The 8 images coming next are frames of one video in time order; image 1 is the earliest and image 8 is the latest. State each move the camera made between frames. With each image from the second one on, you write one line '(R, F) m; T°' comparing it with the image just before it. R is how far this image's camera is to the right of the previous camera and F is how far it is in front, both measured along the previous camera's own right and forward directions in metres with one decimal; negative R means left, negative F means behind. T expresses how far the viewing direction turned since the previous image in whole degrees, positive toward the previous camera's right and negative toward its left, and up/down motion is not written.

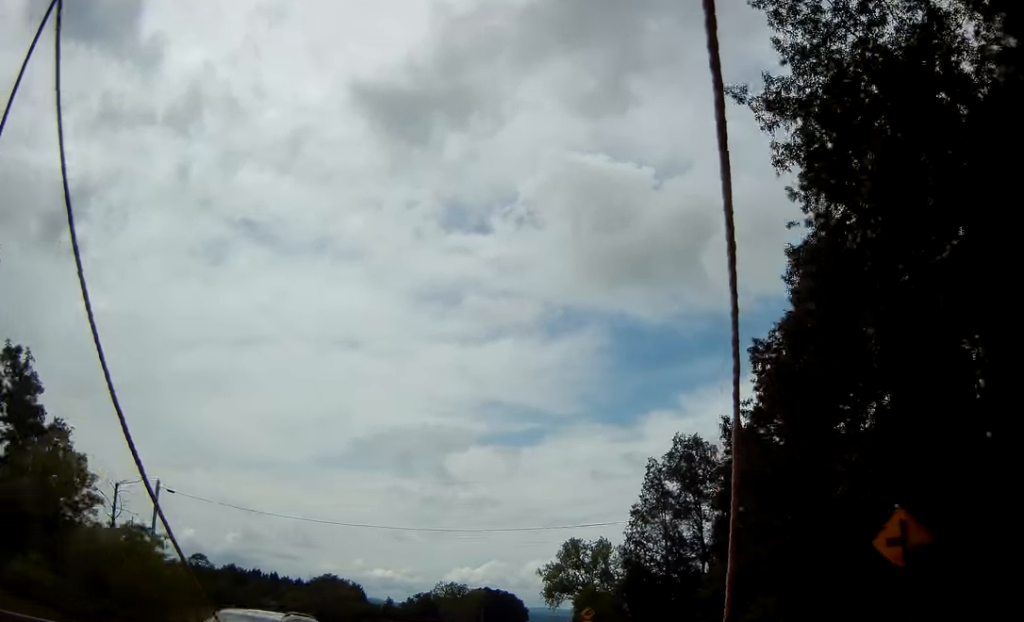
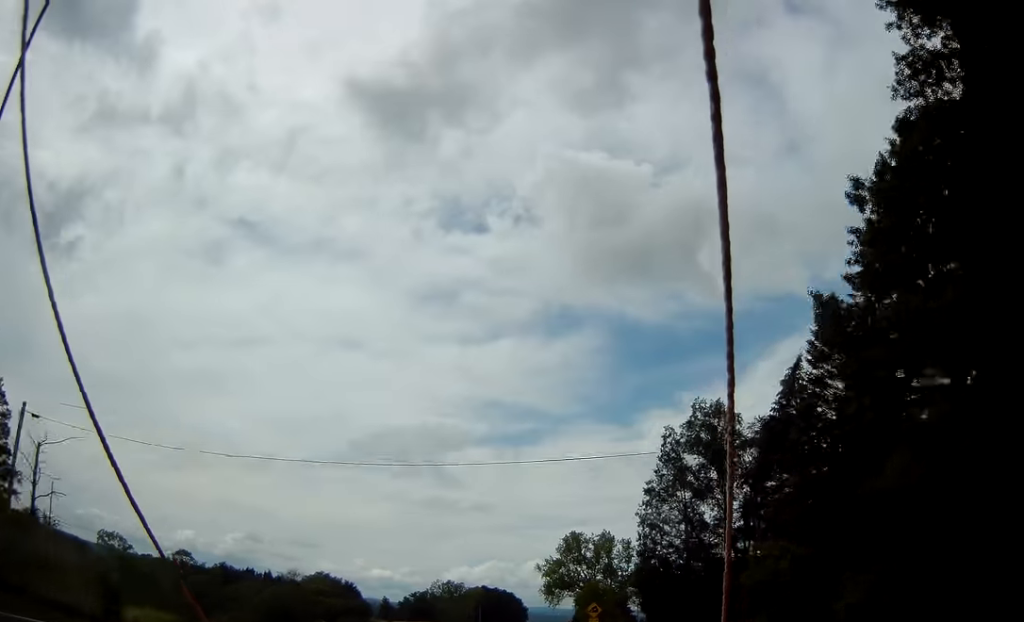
(+0.1, +10.2) m; 0°
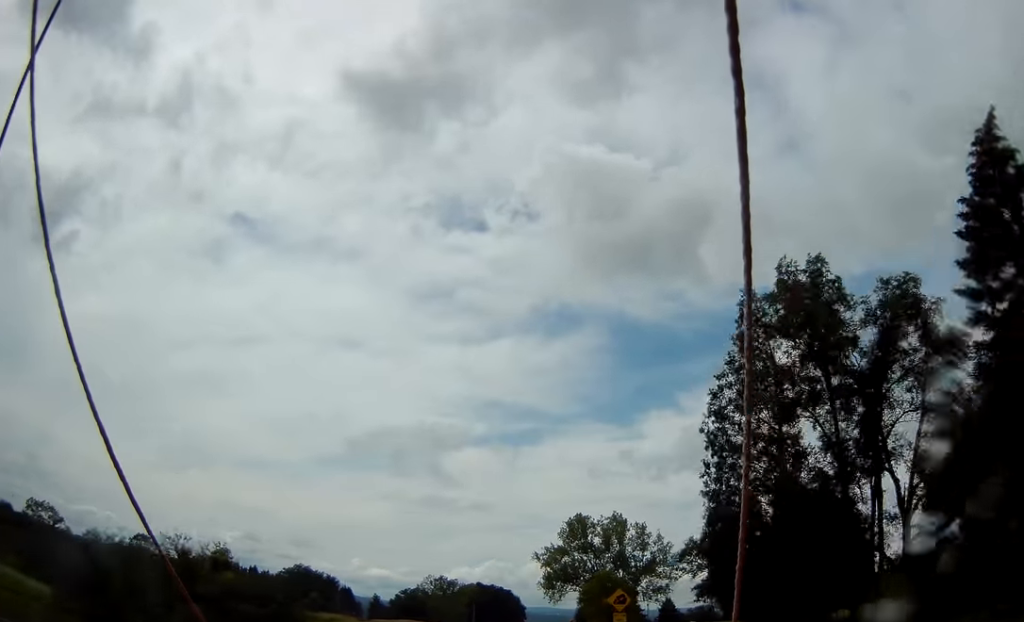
(-0.3, +24.3) m; -1°
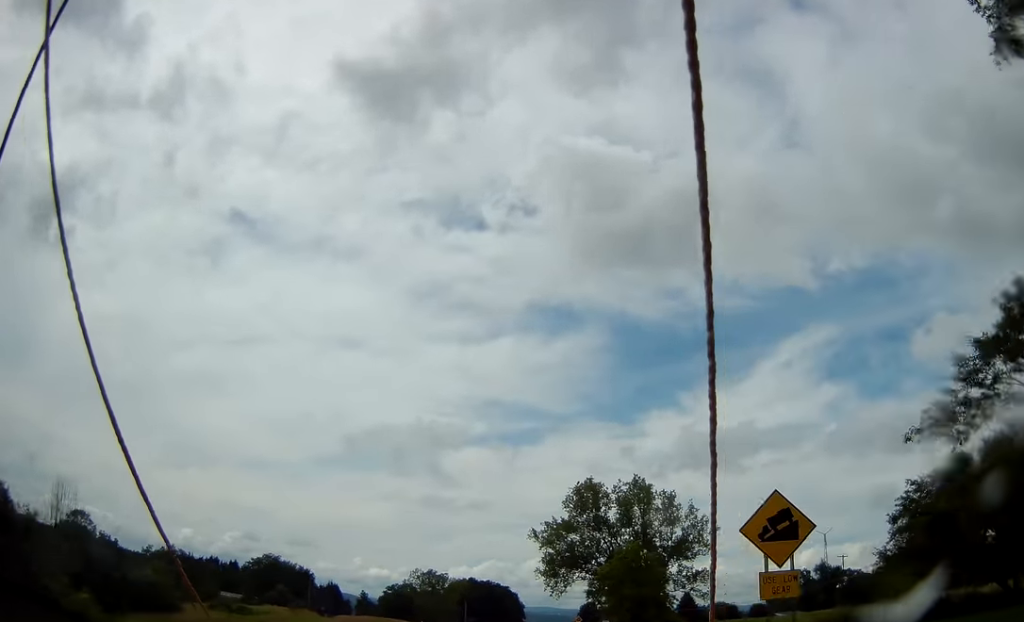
(0.0, +30.6) m; 0°
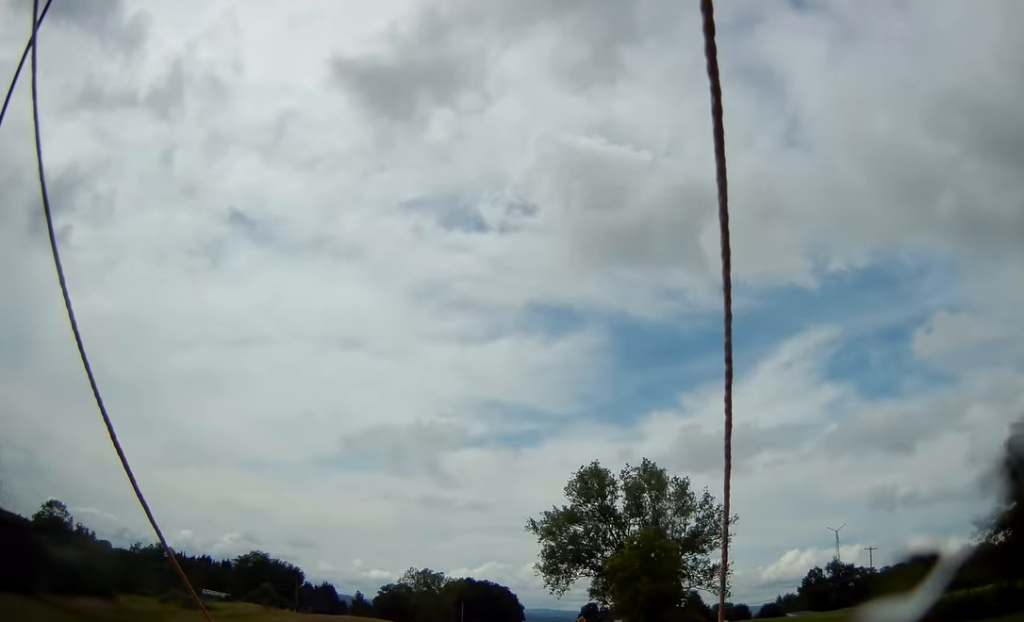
(0.0, +10.2) m; 0°
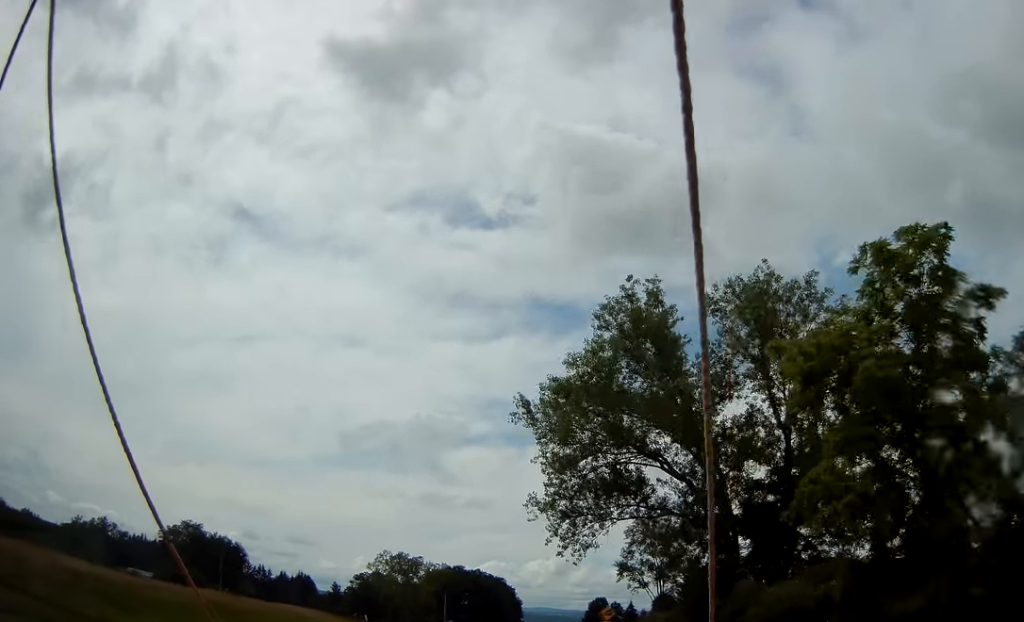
(+0.2, +47.4) m; -1°
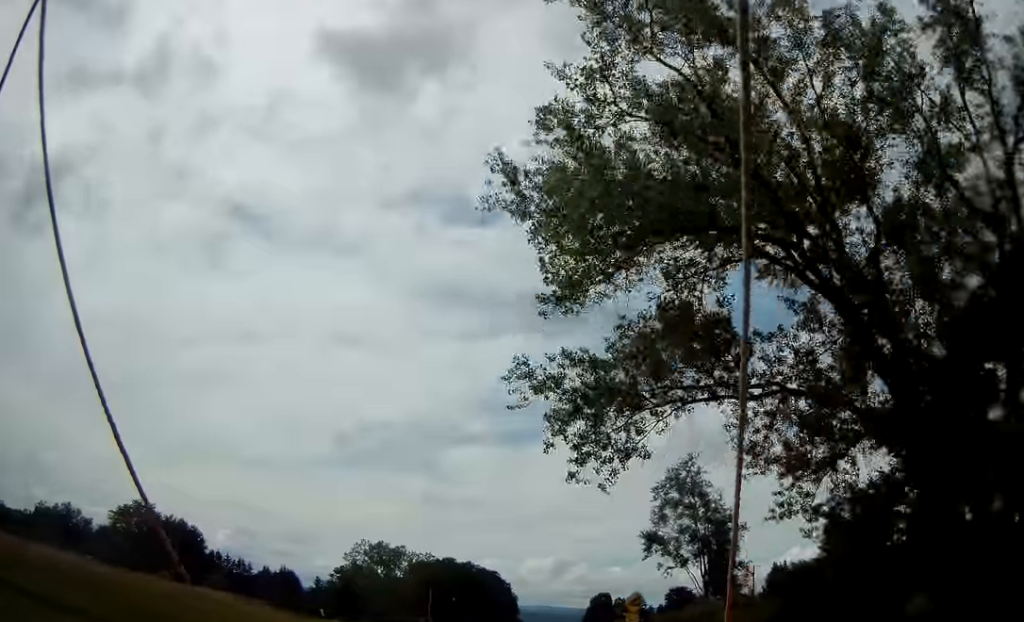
(-0.2, +23.8) m; +1°
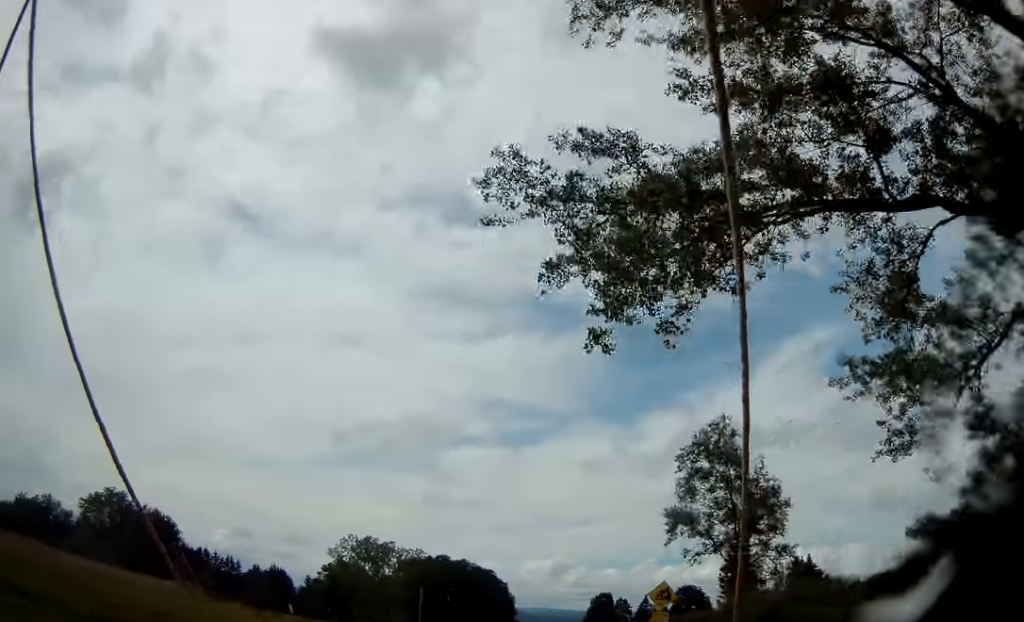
(+0.2, +11.8) m; 0°
